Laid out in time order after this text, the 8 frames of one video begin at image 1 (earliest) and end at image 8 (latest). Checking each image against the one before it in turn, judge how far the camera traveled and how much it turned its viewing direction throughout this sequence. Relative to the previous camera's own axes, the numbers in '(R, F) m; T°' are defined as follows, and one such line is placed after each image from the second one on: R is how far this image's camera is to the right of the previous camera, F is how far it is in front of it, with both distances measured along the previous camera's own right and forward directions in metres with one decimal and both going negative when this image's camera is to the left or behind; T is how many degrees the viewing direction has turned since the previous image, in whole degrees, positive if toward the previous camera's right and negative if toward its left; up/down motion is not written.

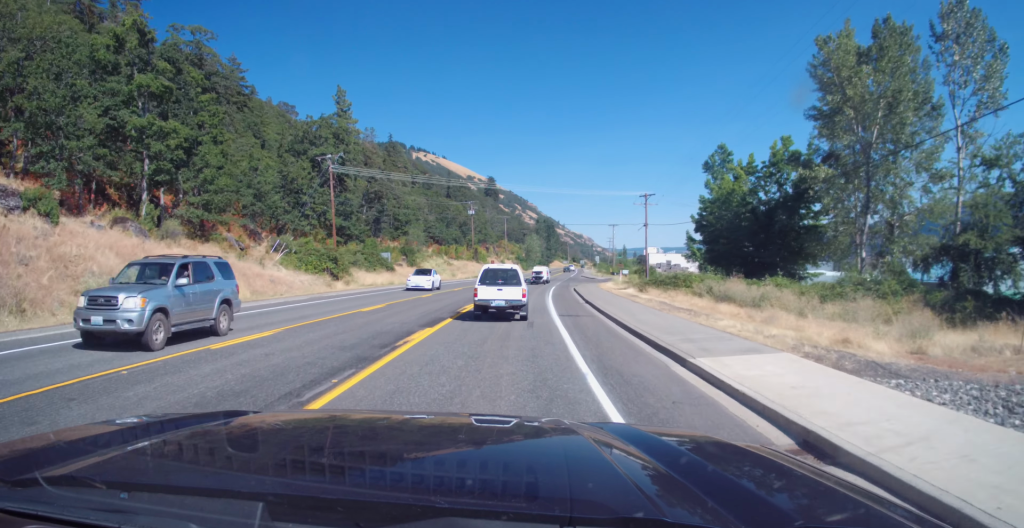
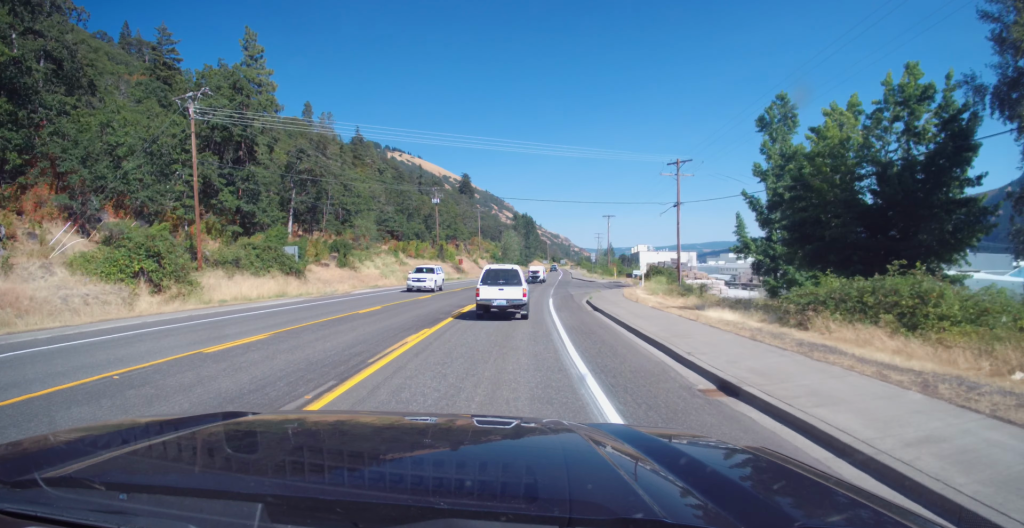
(+0.2, +24.4) m; +2°
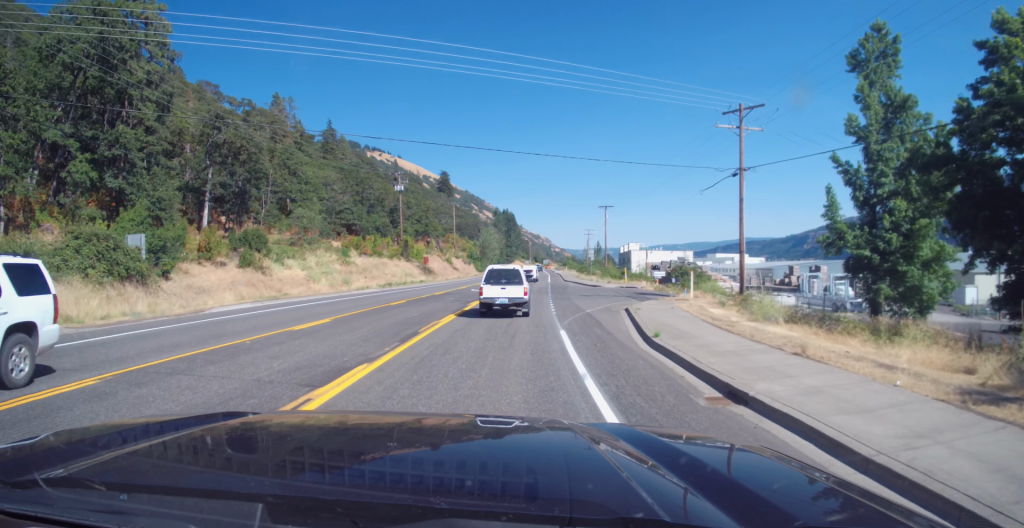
(+0.7, +19.1) m; +2°
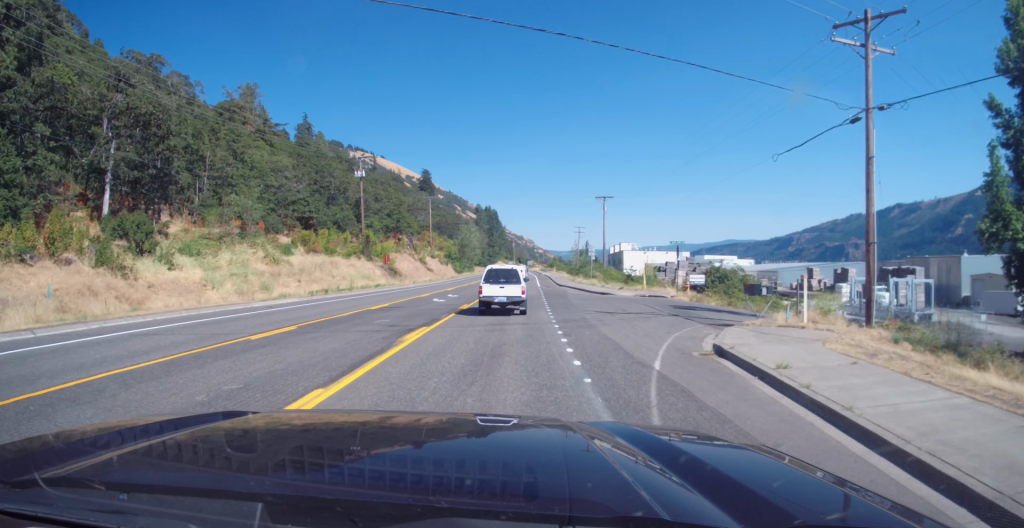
(0.0, +14.3) m; 0°
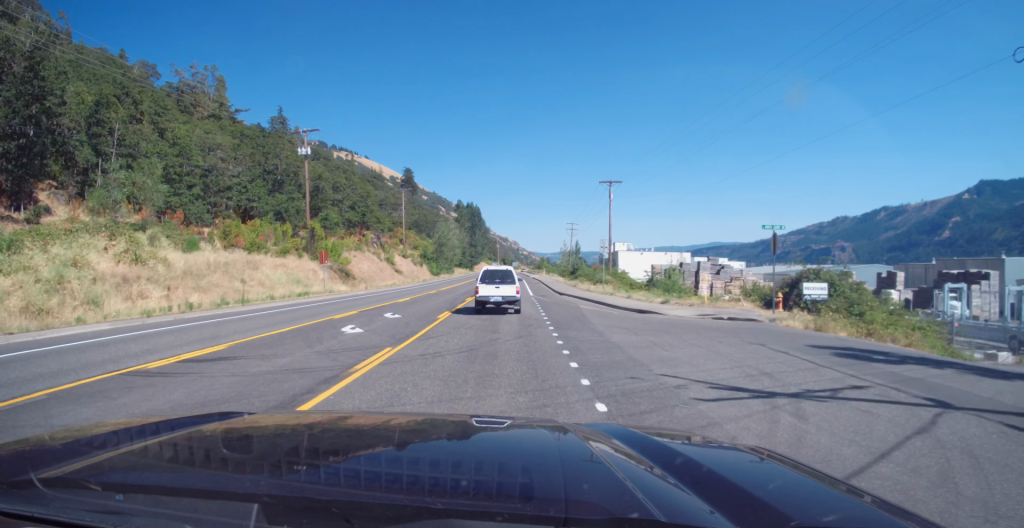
(-0.1, +16.4) m; +2°
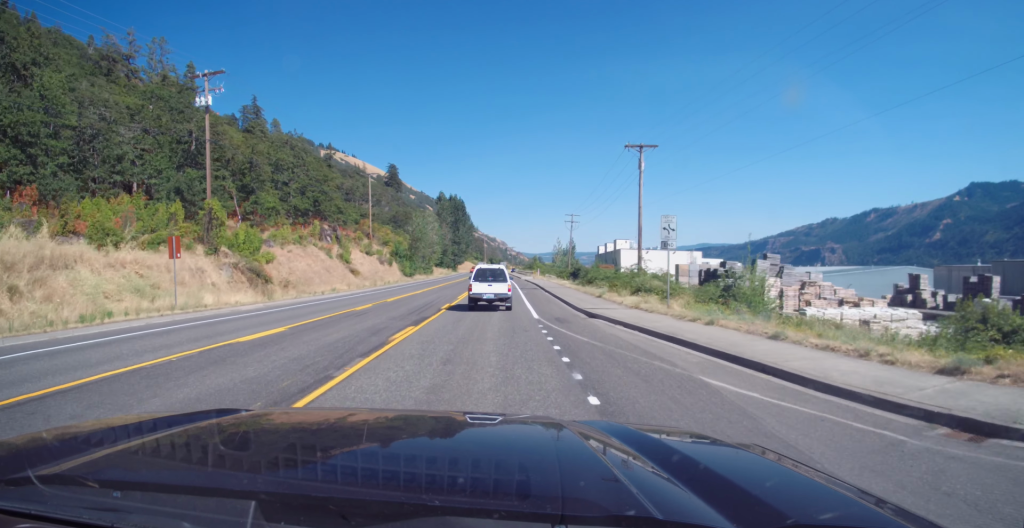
(+0.8, +20.1) m; +3°
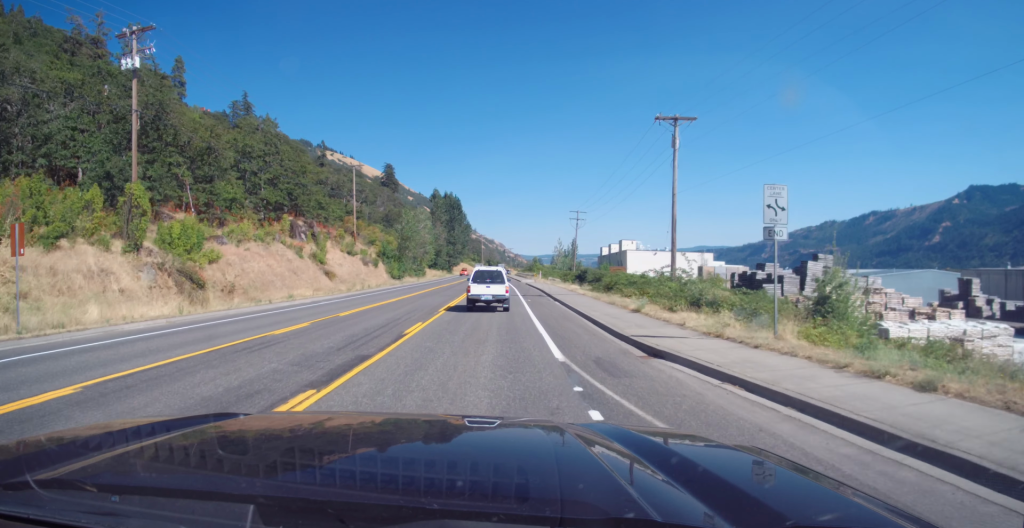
(0.0, +9.3) m; 0°
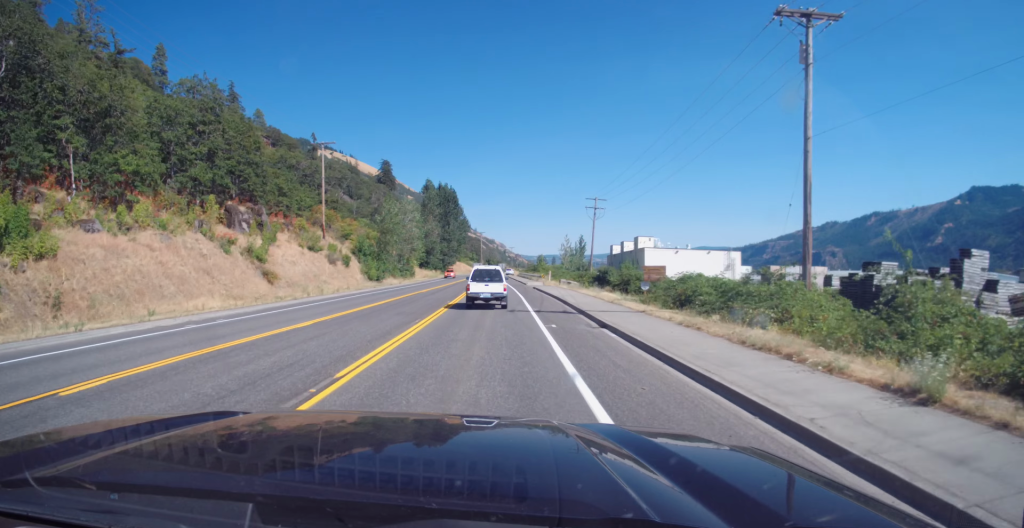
(-0.1, +16.8) m; -1°
